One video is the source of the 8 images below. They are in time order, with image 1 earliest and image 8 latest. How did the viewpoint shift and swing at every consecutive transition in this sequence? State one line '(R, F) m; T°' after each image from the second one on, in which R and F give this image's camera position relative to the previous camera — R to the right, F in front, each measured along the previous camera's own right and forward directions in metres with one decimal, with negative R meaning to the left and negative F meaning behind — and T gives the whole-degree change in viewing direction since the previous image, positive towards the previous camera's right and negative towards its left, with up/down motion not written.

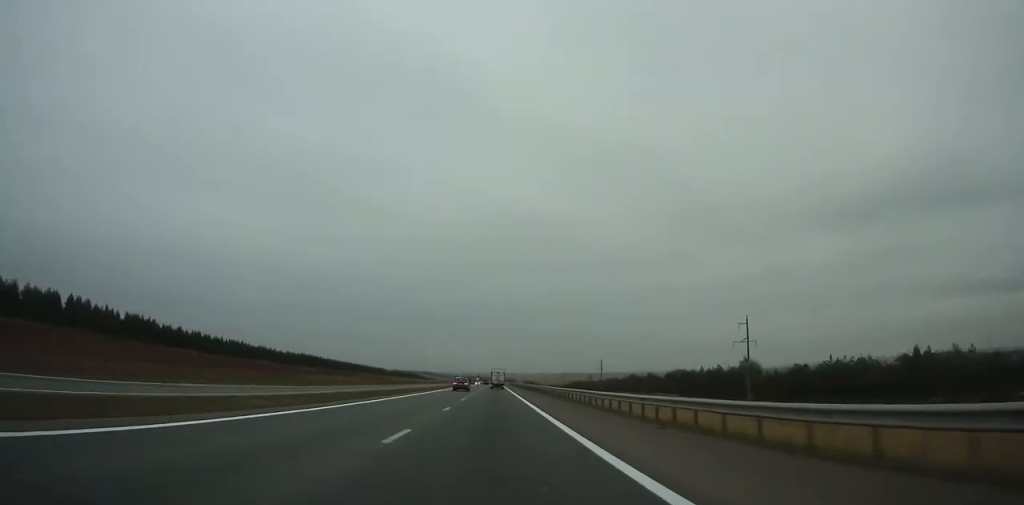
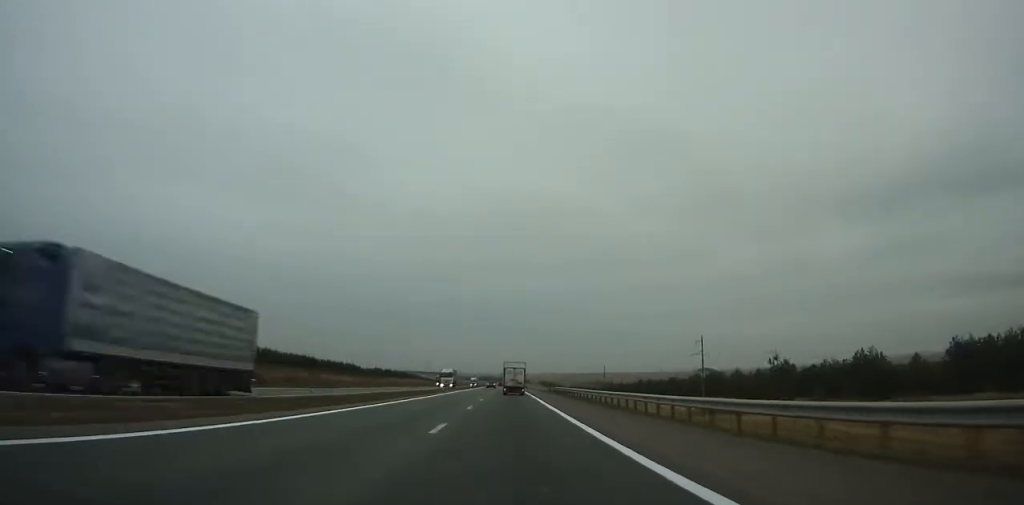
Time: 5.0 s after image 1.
(-0.3, +154.3) m; -1°
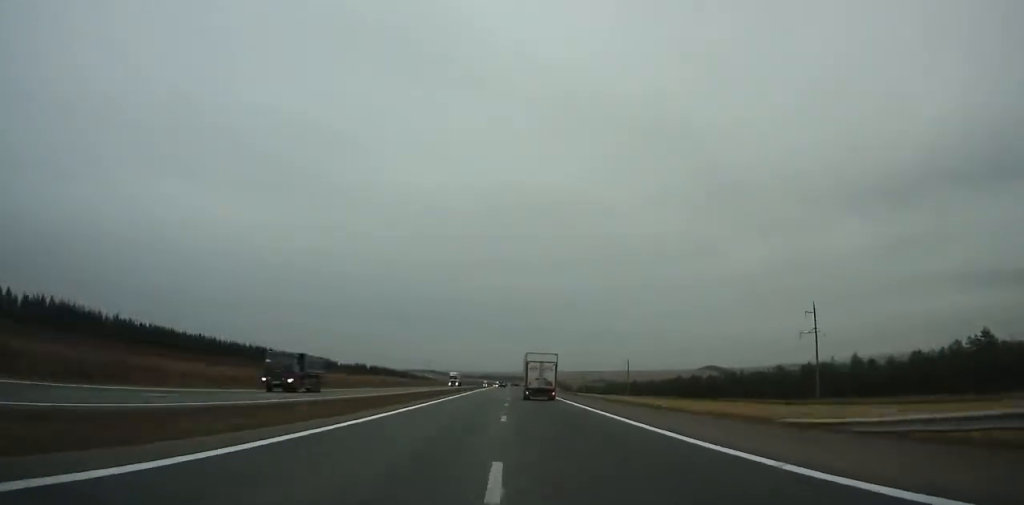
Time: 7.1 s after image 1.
(-0.4, +66.7) m; 0°
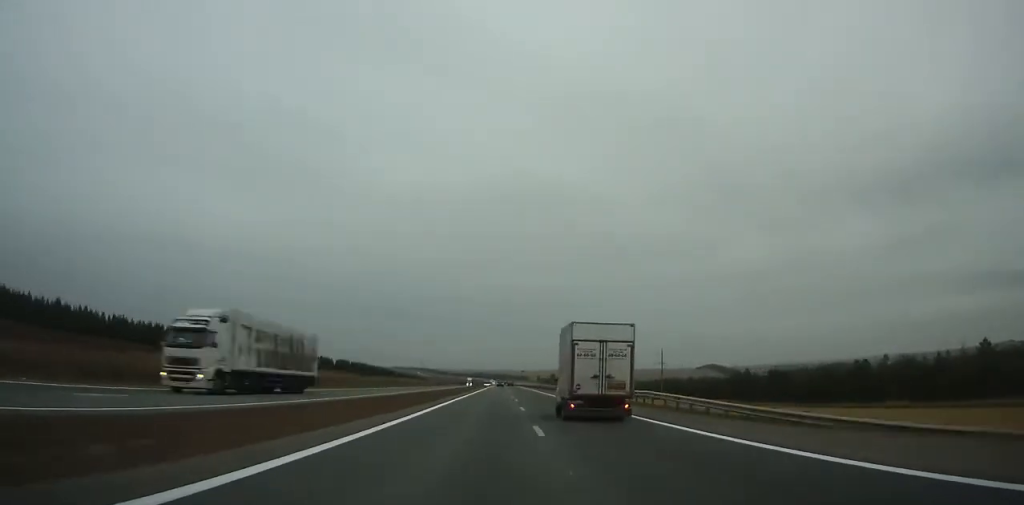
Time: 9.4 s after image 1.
(+0.2, +74.9) m; 0°
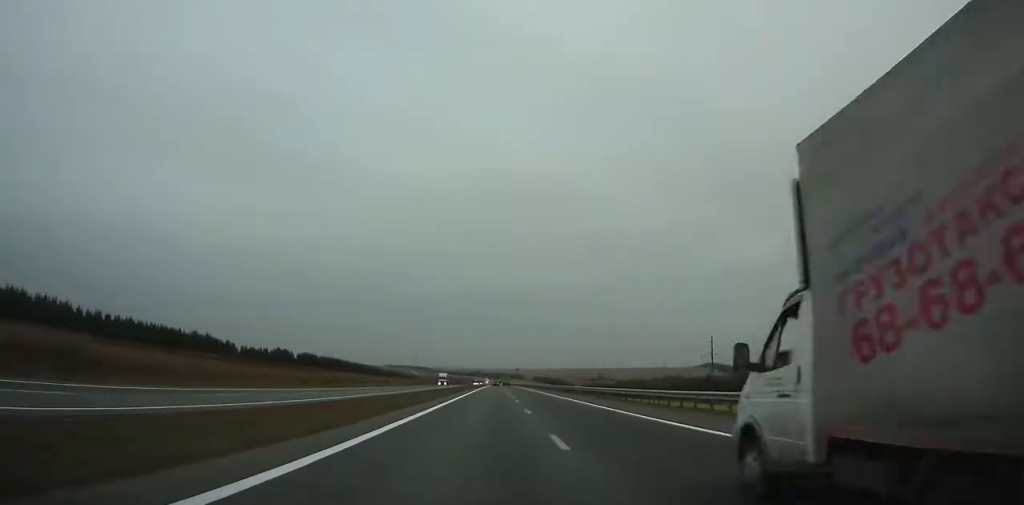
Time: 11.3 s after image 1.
(+0.2, +62.5) m; 0°
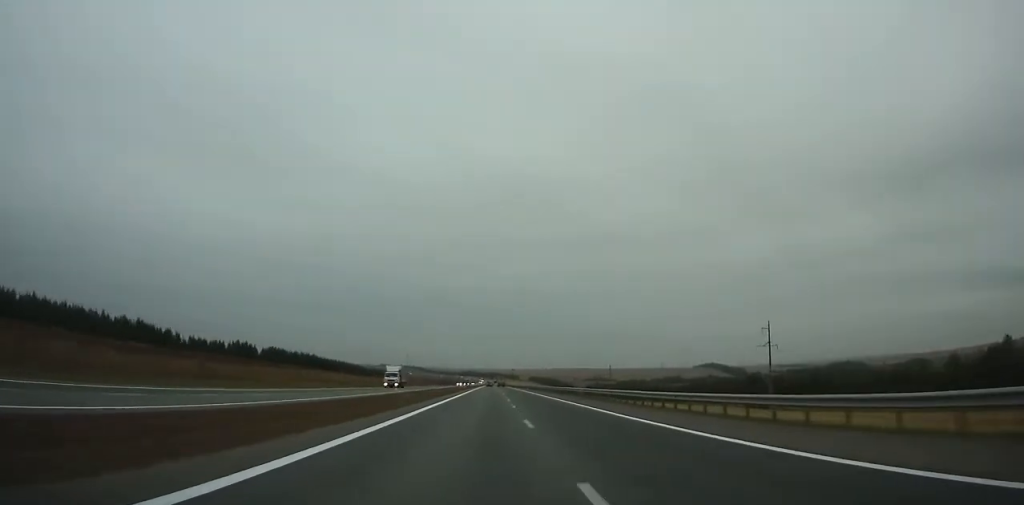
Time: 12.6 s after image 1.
(0.0, +43.0) m; 0°
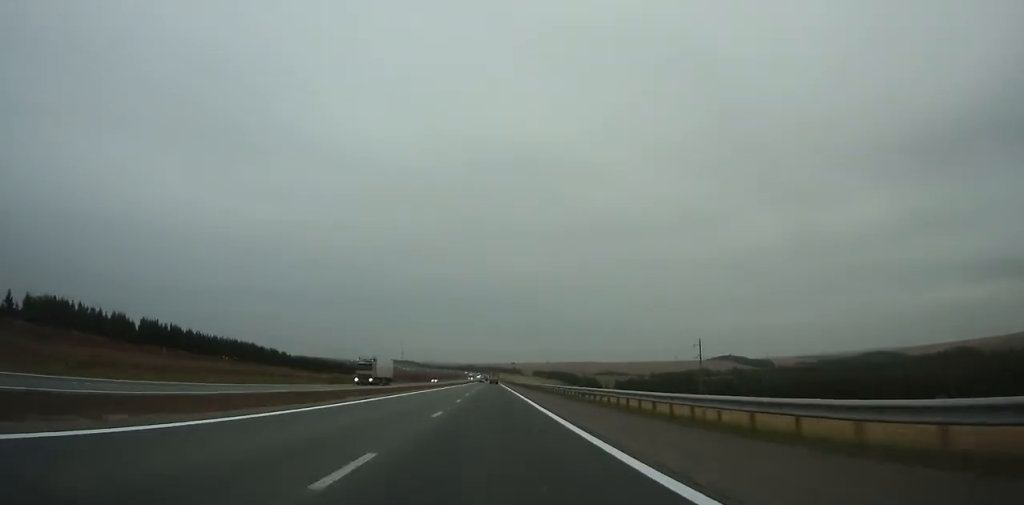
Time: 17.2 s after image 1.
(+1.1, +151.8) m; 0°
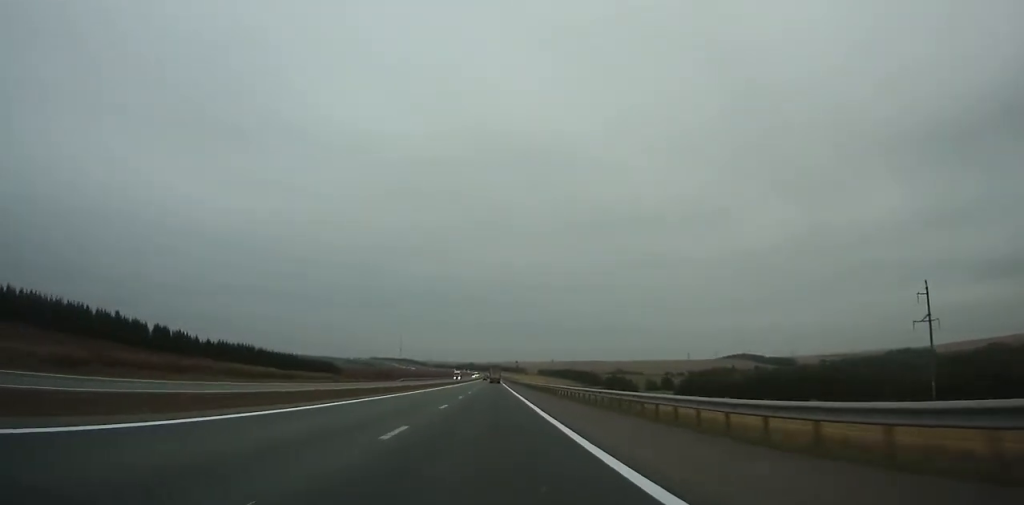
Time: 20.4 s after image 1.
(-0.4, +103.8) m; 0°
